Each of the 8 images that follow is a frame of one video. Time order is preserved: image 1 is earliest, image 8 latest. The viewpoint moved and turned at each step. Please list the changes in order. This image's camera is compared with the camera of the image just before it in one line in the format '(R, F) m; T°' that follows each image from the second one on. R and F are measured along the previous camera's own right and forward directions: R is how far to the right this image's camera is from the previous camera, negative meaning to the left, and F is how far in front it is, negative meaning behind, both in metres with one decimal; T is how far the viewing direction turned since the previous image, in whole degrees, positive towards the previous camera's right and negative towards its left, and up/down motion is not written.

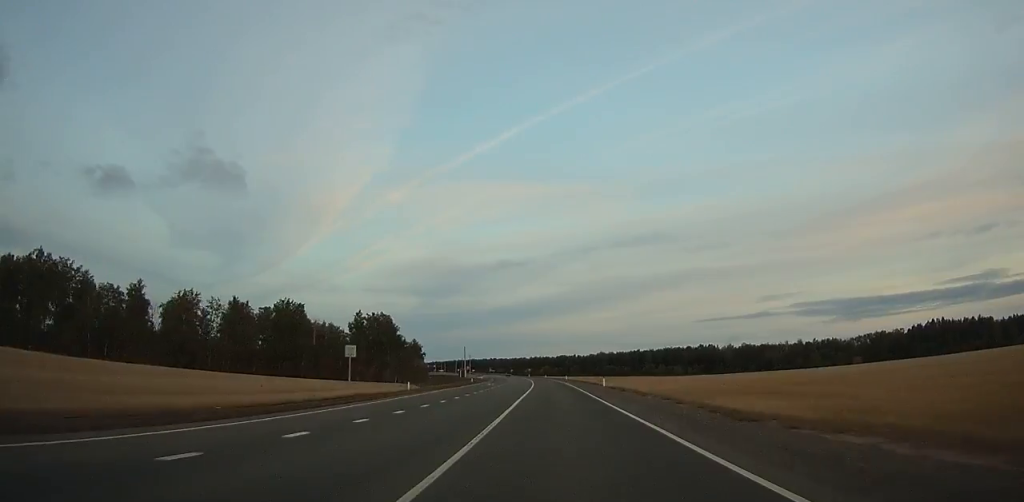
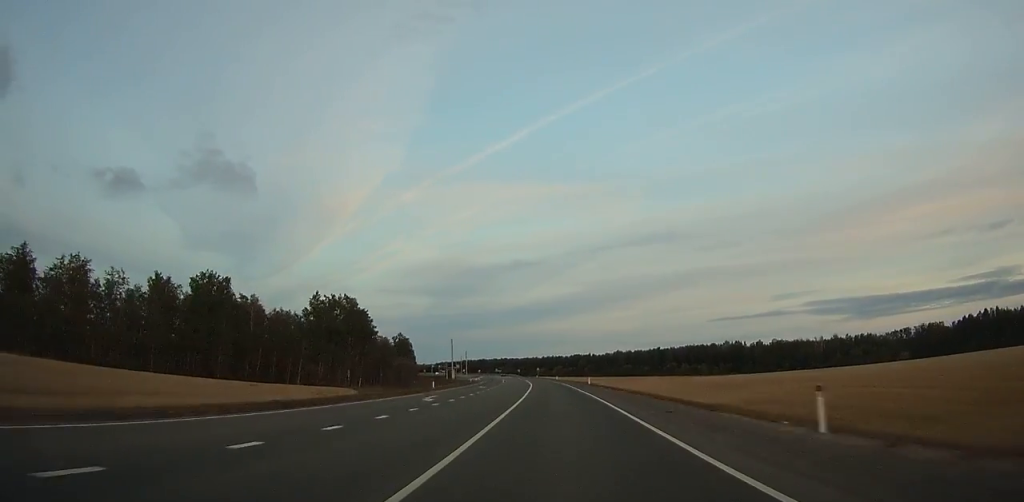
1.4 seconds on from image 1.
(-0.1, +37.9) m; -1°
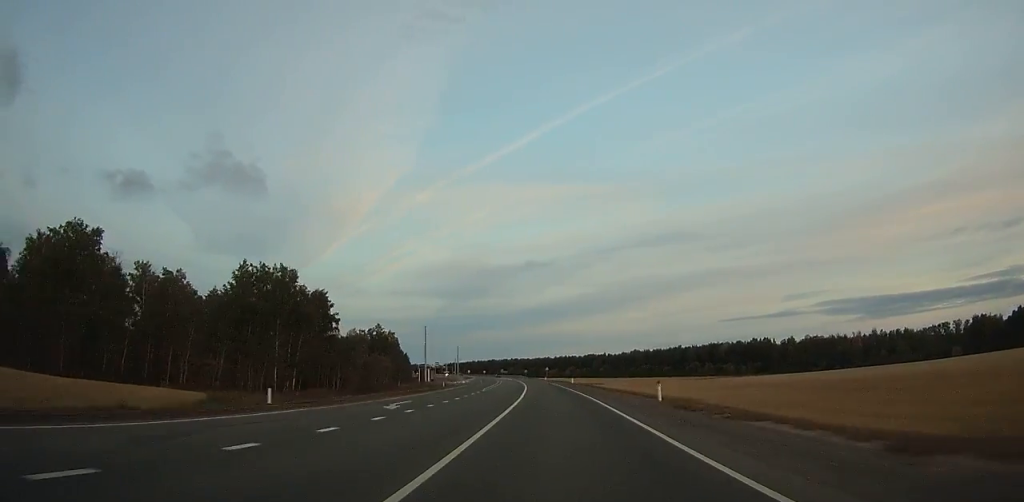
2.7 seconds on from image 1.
(-0.8, +35.2) m; -2°
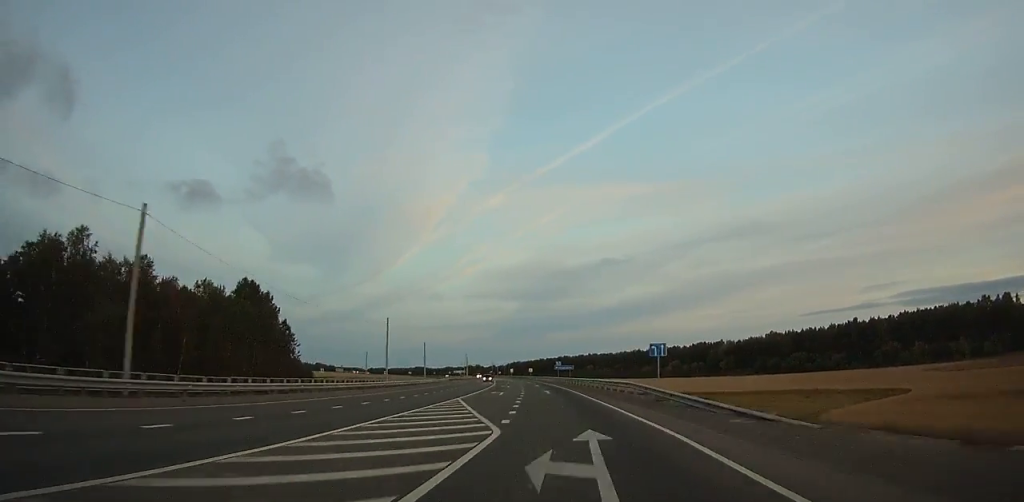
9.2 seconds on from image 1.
(-11.1, +175.8) m; -7°
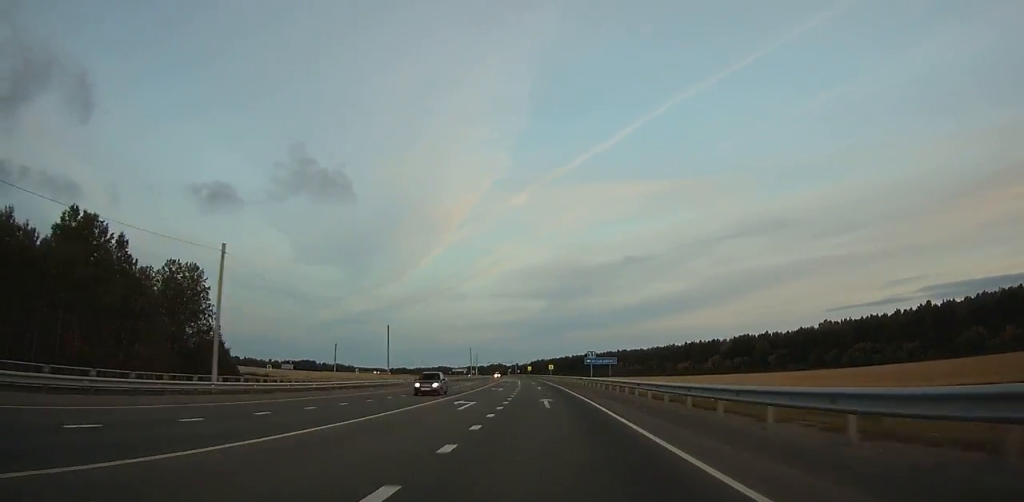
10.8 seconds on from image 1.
(-0.6, +43.2) m; -2°
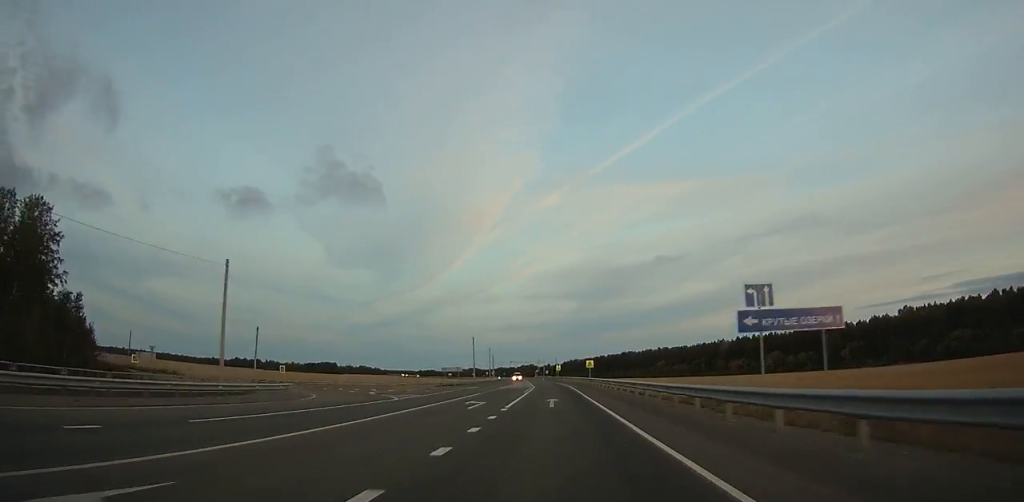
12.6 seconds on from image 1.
(-0.7, +48.6) m; -2°
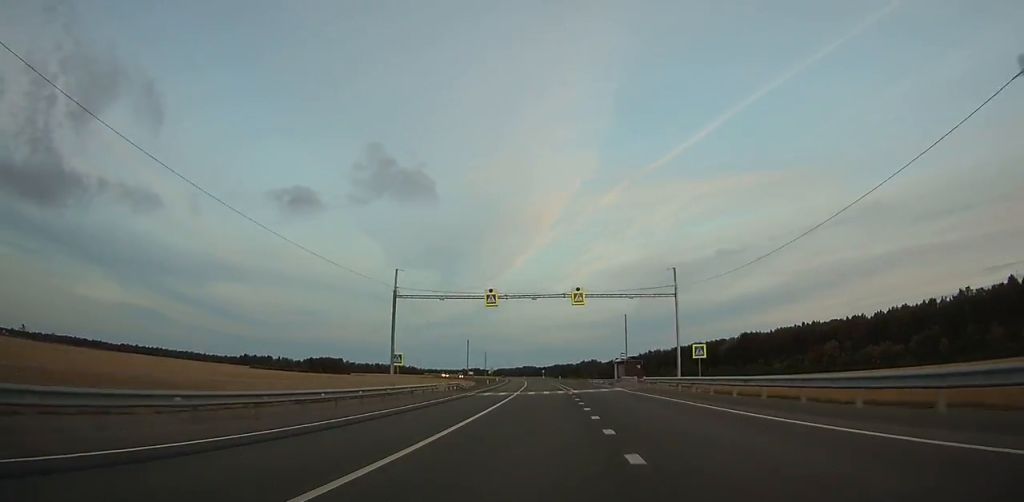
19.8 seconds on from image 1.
(-13.7, +195.8) m; -7°
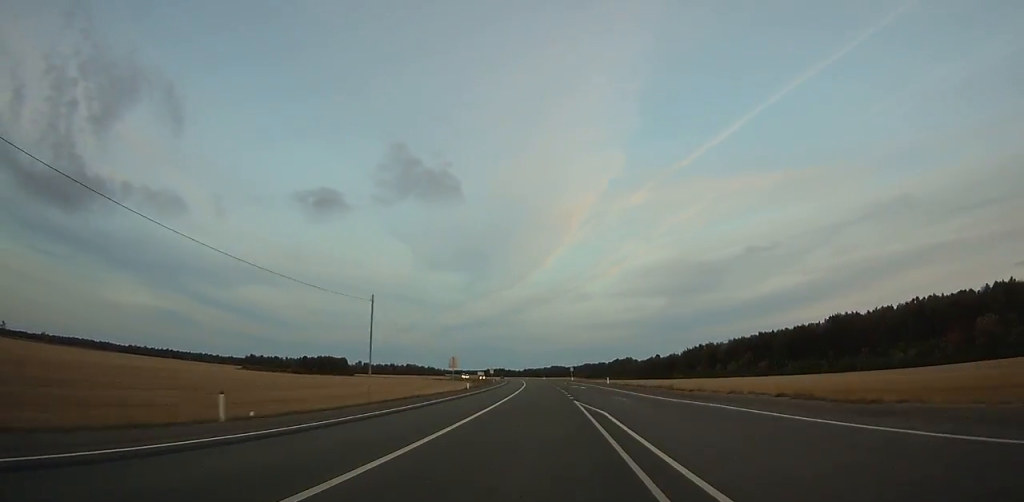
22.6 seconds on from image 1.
(-1.8, +78.4) m; -3°
